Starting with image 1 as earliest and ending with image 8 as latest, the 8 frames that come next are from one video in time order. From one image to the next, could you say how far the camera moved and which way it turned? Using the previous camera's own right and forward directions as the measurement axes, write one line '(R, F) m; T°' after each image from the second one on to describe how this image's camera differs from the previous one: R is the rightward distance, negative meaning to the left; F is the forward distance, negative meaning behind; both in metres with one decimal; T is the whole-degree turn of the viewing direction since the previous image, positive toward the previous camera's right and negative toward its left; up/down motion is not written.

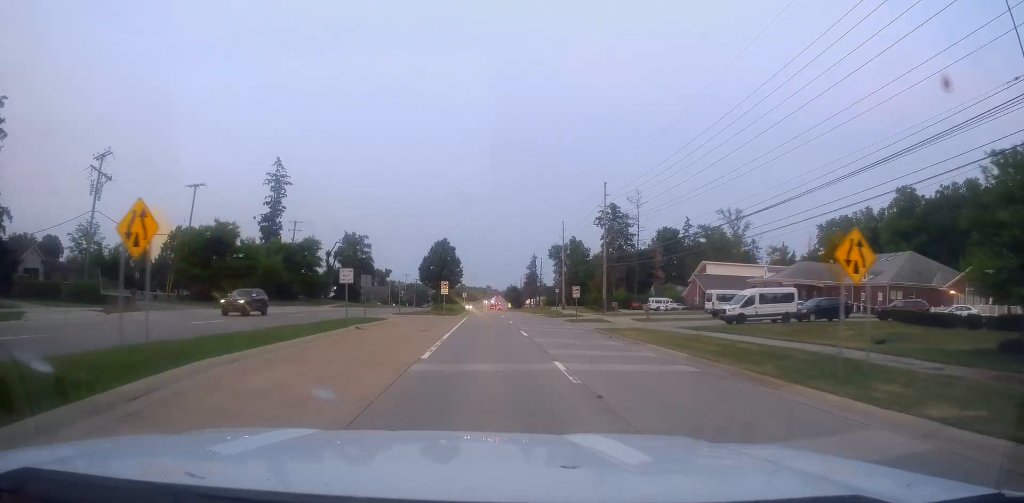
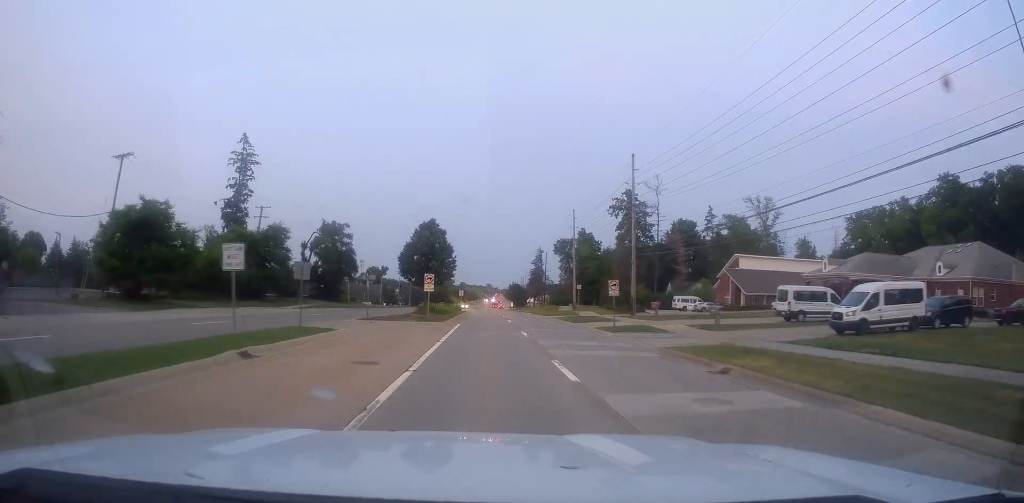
(-0.2, +14.1) m; -1°
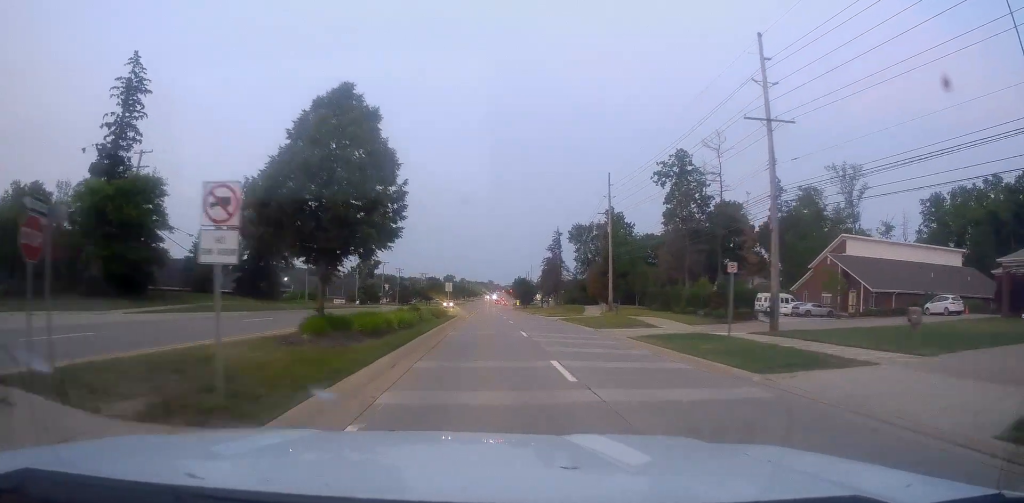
(+0.4, +29.2) m; +1°
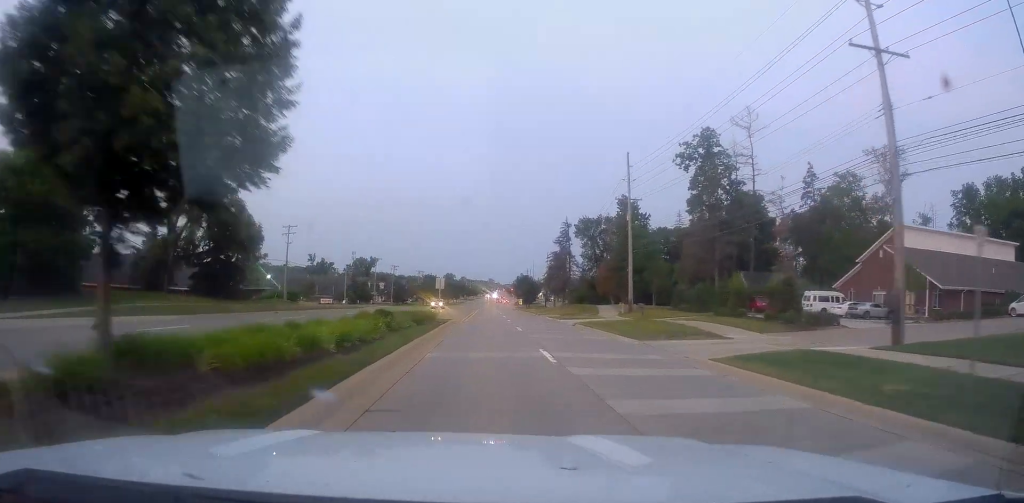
(0.0, +10.2) m; 0°
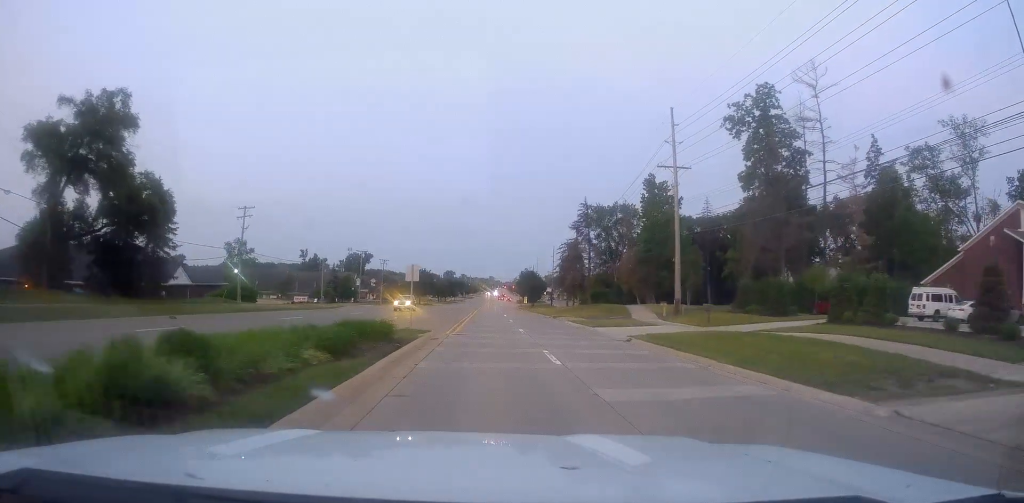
(-0.3, +16.0) m; 0°
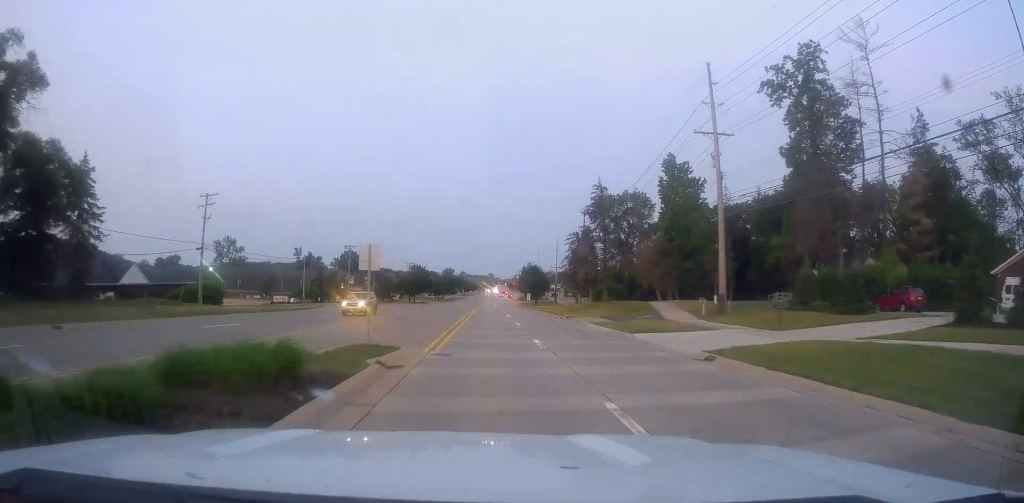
(+0.2, +9.7) m; 0°
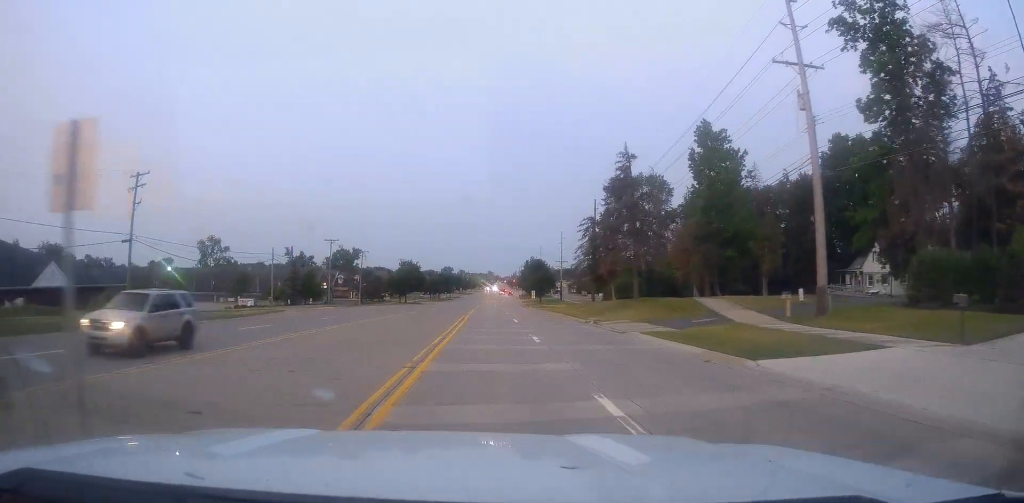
(+0.1, +12.9) m; 0°
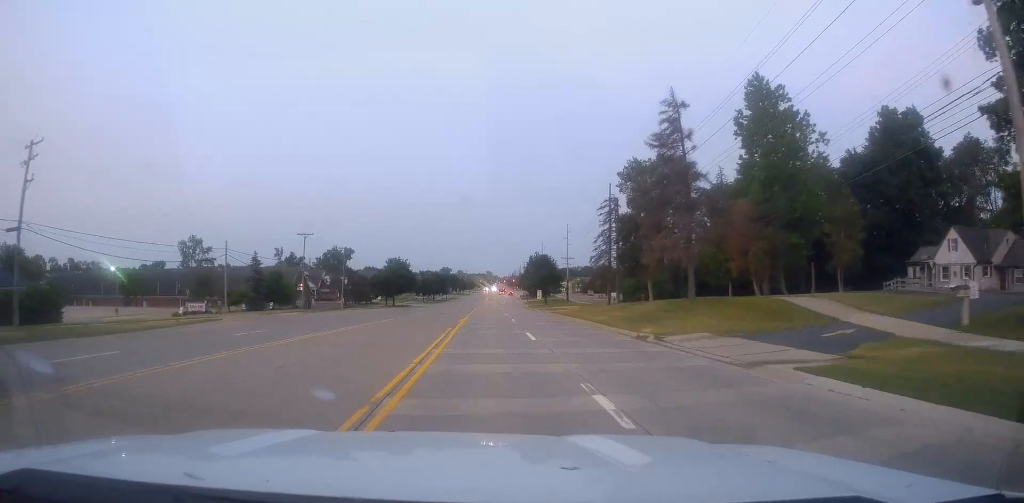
(-0.2, +13.6) m; -1°
